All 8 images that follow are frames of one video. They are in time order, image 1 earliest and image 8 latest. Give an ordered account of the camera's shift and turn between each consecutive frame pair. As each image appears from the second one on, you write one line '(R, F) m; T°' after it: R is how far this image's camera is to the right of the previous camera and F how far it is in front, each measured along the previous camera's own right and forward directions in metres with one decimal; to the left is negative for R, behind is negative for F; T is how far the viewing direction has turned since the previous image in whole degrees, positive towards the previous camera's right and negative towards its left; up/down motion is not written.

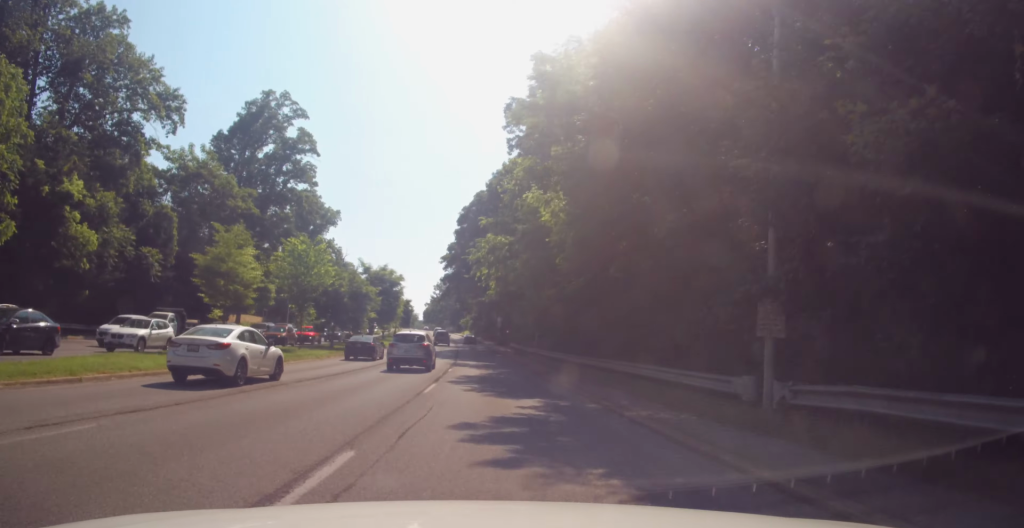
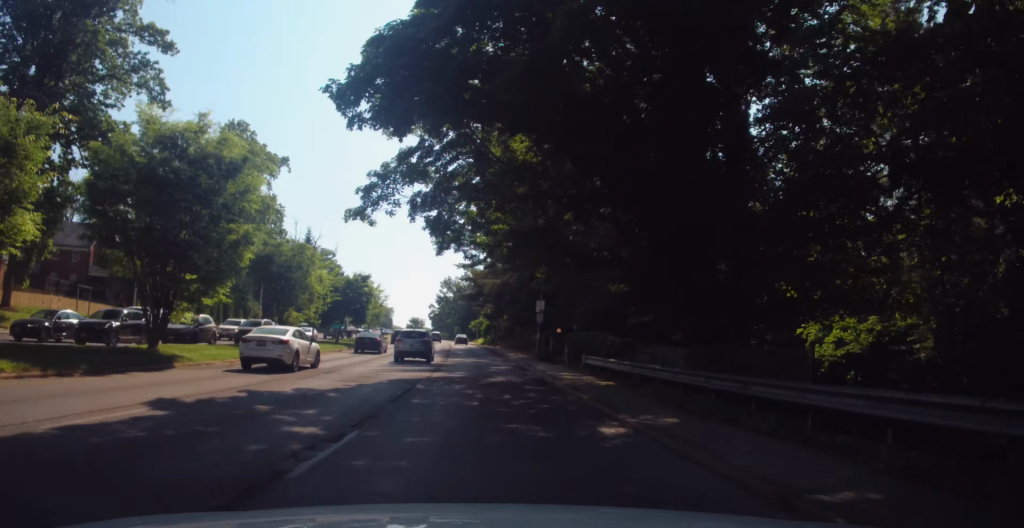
(-0.5, +46.3) m; -3°
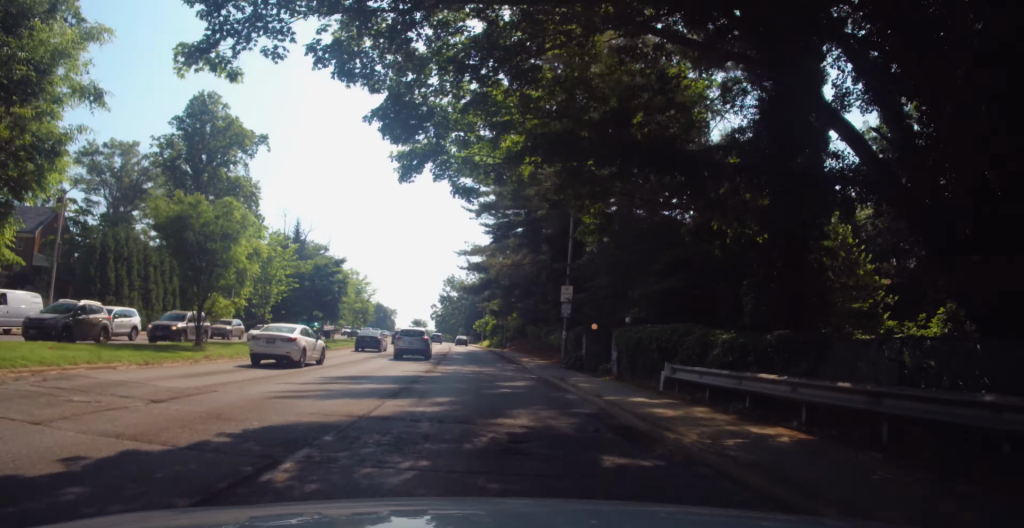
(+0.1, +11.3) m; -1°
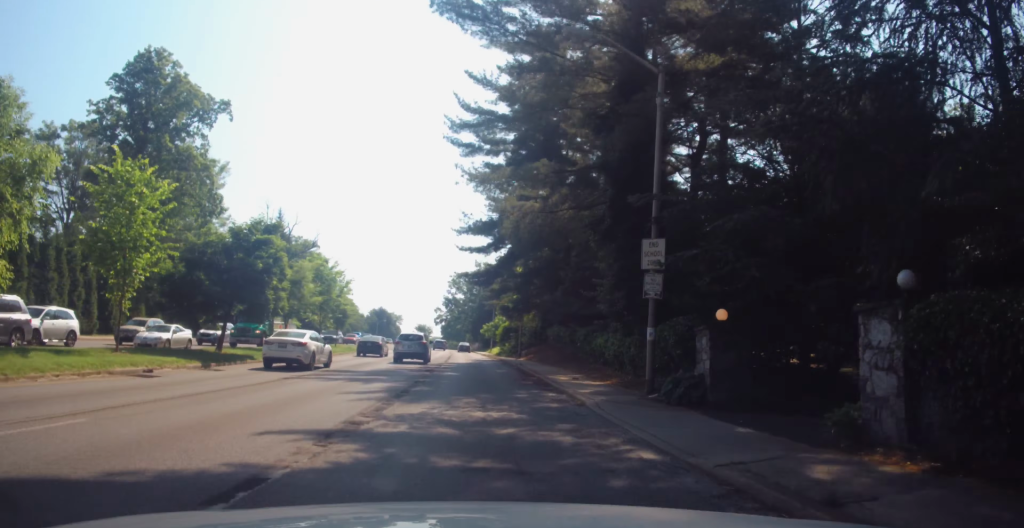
(-0.3, +14.8) m; -2°
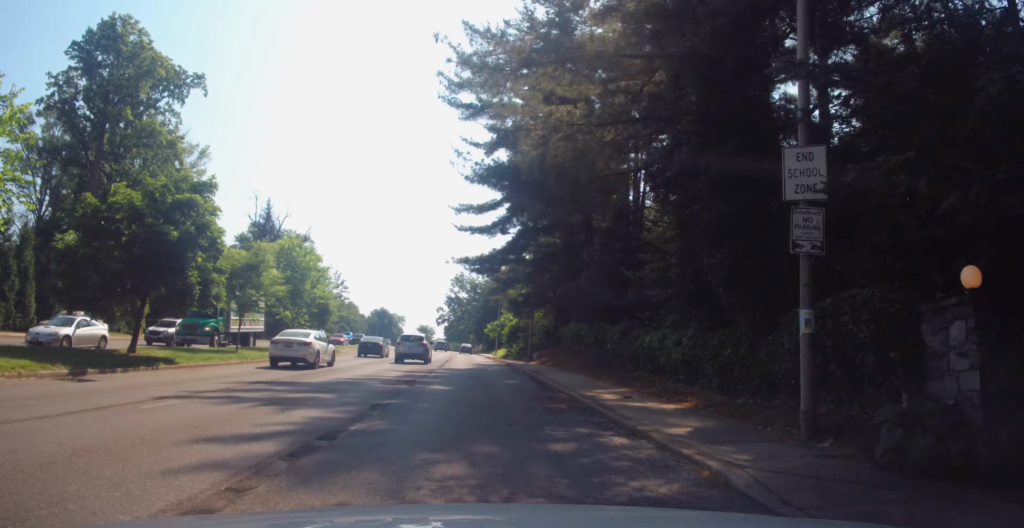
(-0.1, +7.7) m; -1°
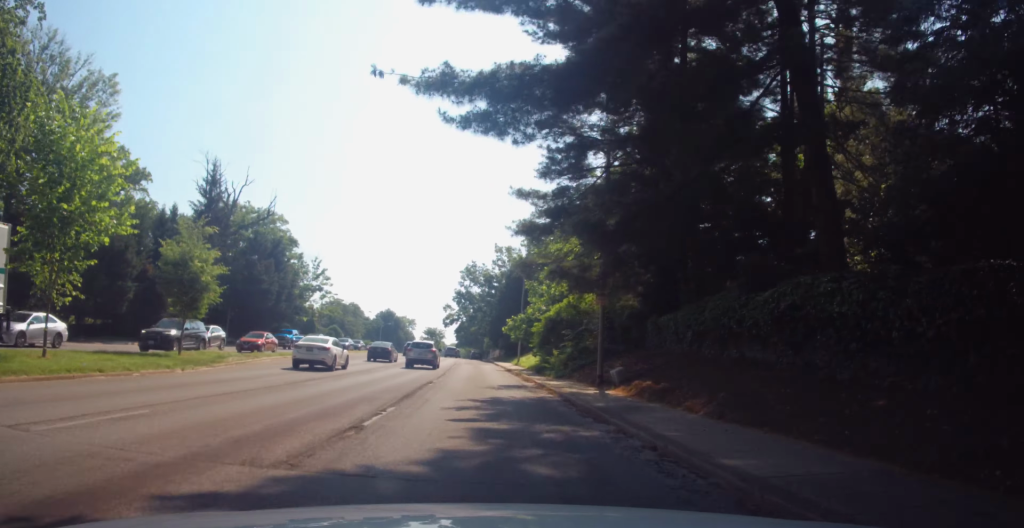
(-0.1, +24.6) m; 0°
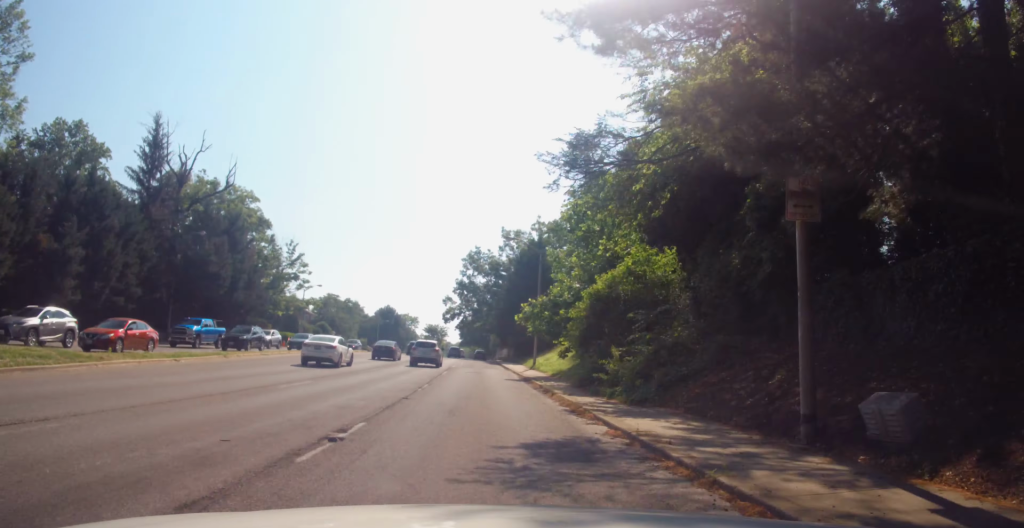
(0.0, +14.9) m; 0°
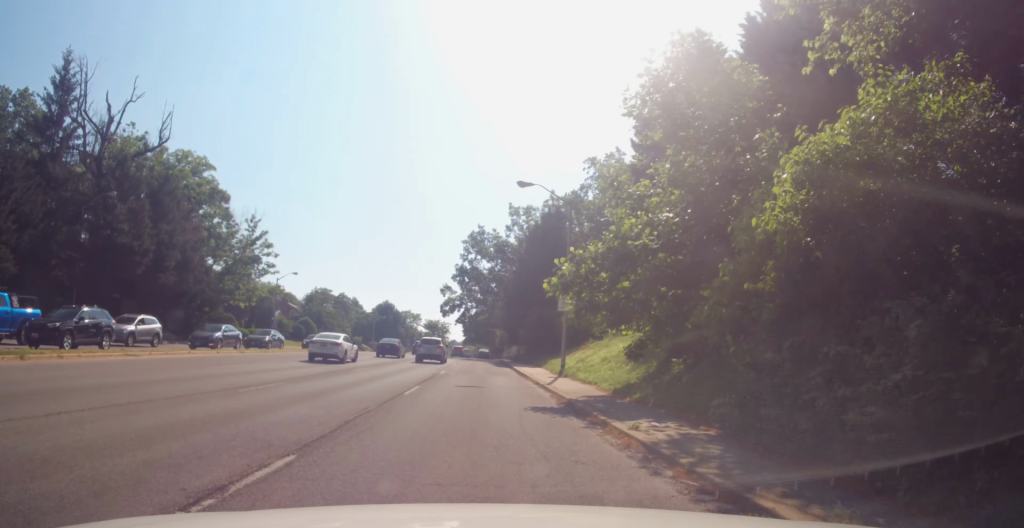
(0.0, +14.9) m; 0°
